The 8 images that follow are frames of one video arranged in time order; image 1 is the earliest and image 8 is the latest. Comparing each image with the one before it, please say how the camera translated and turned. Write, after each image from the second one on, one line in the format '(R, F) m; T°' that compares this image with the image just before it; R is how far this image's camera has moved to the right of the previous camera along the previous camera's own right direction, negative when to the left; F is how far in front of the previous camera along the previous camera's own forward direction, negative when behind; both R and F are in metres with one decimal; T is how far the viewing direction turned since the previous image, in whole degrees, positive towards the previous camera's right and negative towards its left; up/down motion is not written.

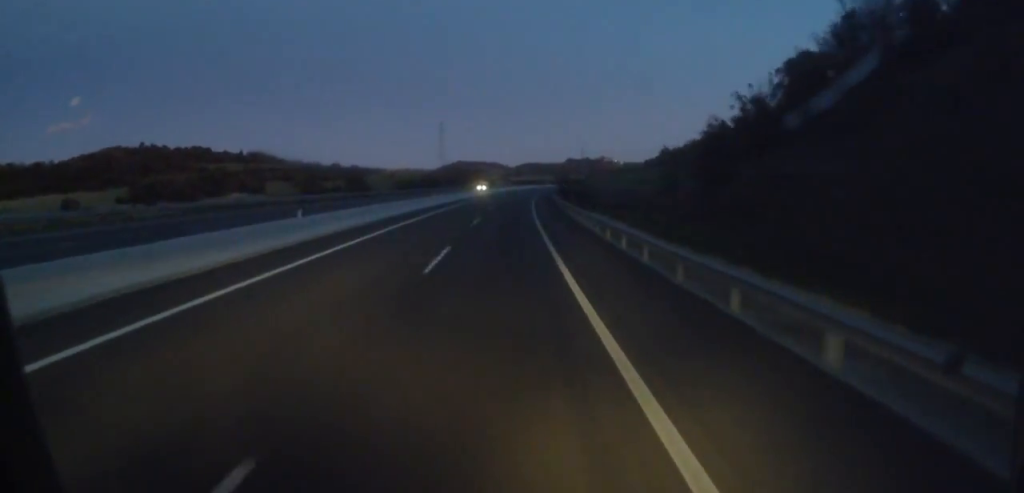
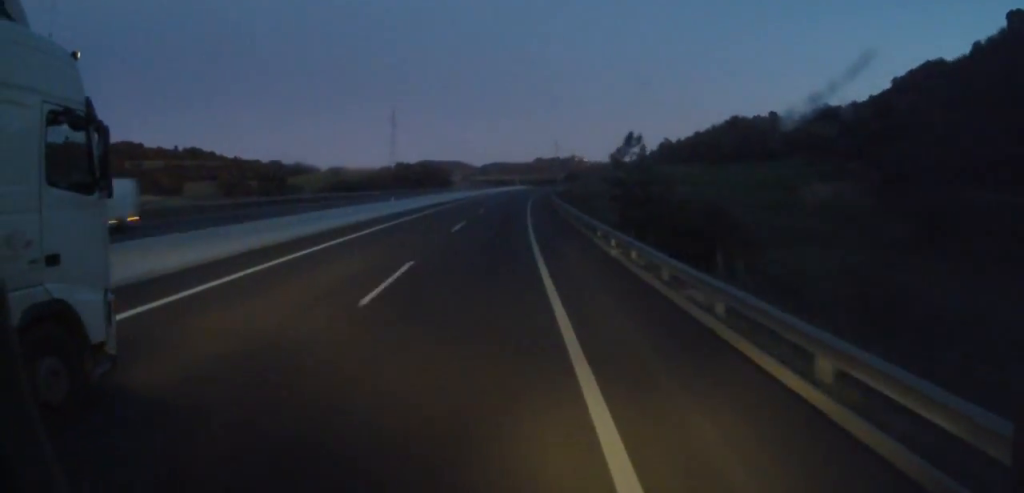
(+3.1, +83.5) m; +3°
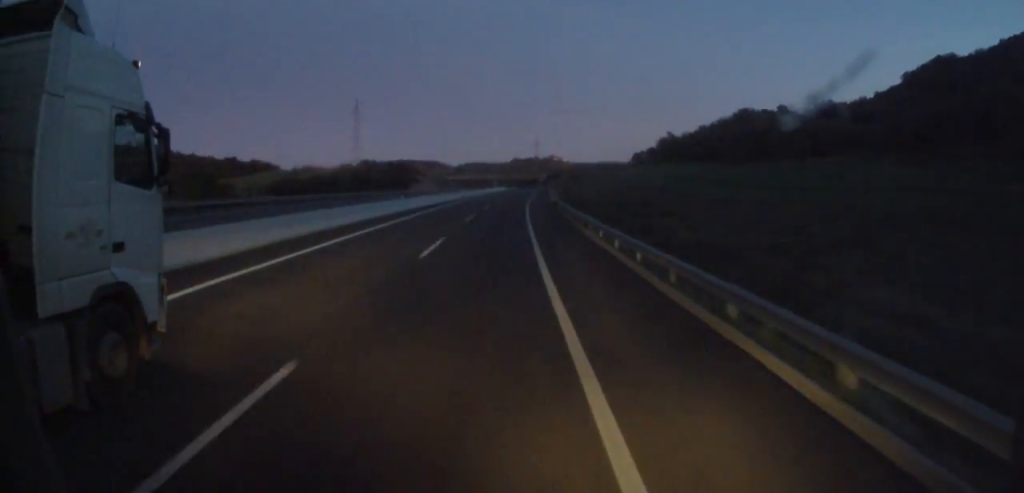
(+0.2, +49.8) m; +1°
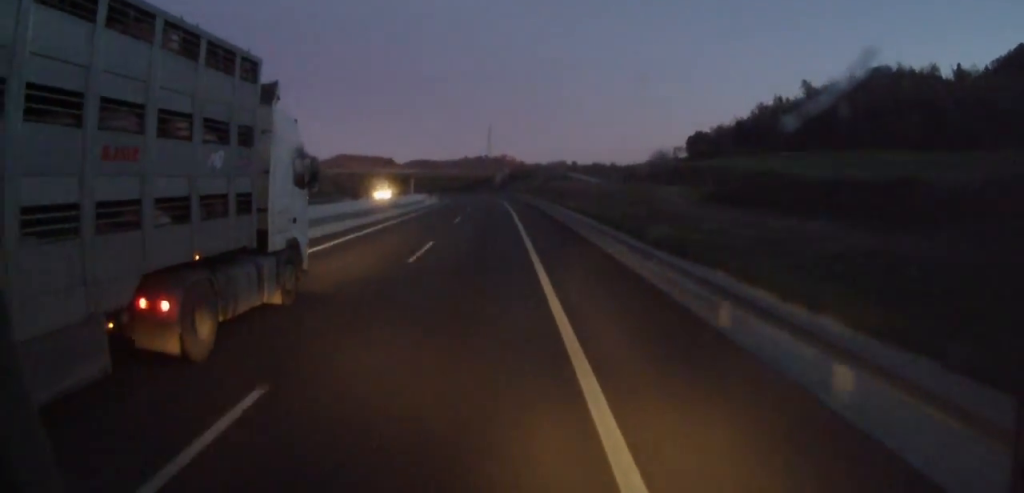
(+6.0, +170.4) m; +1°
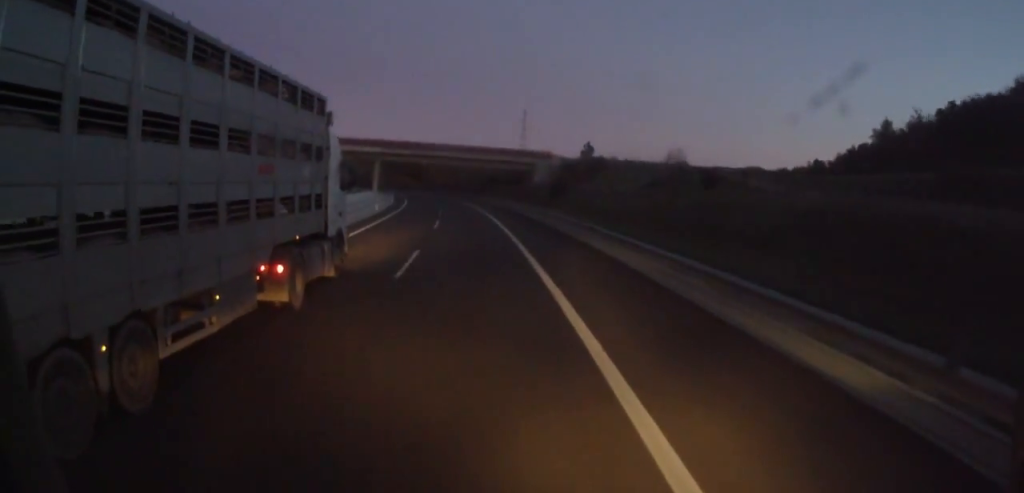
(-1.4, +92.7) m; -5°
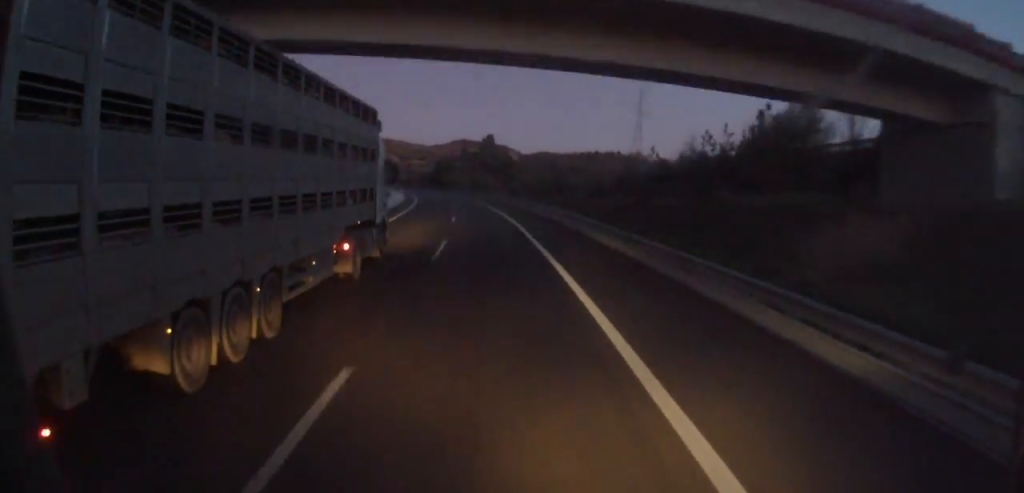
(-4.1, +85.2) m; -8°
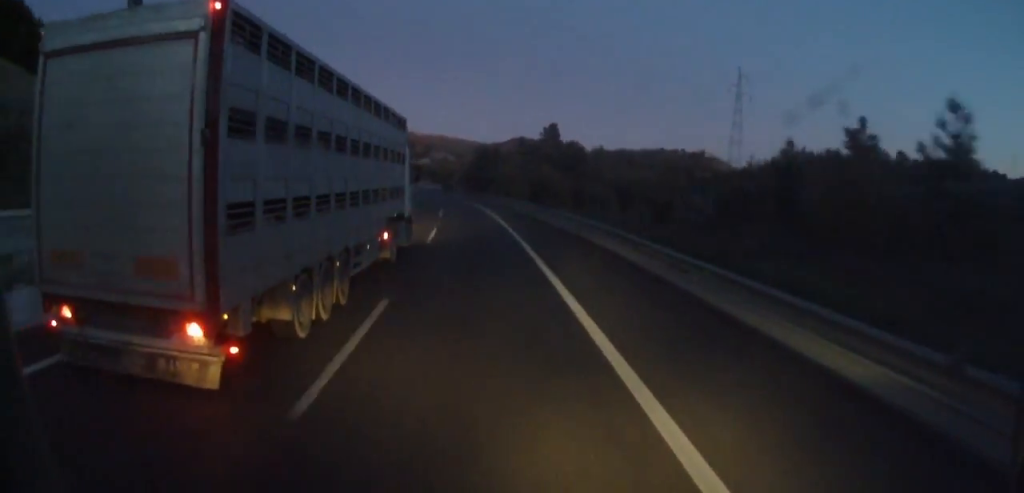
(-3.6, +65.5) m; -6°
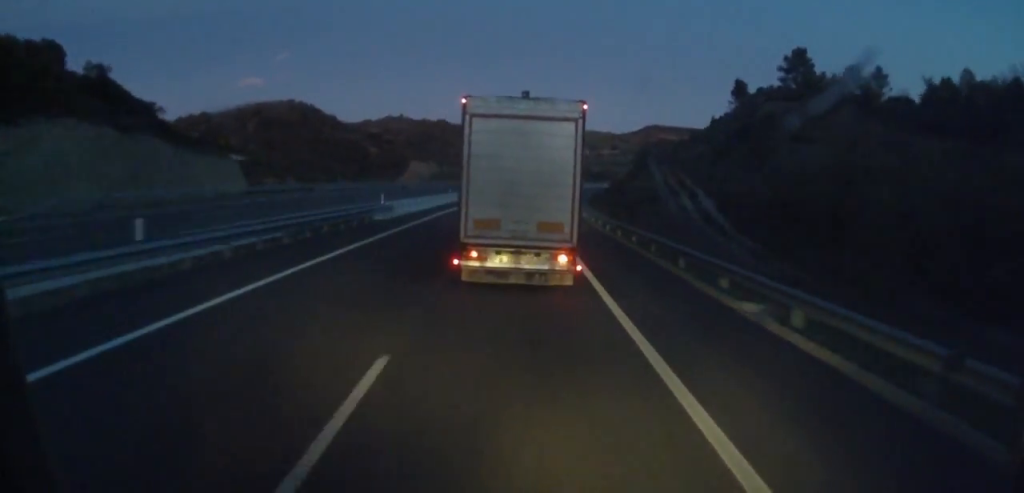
(-16.7, +162.9) m; -7°
